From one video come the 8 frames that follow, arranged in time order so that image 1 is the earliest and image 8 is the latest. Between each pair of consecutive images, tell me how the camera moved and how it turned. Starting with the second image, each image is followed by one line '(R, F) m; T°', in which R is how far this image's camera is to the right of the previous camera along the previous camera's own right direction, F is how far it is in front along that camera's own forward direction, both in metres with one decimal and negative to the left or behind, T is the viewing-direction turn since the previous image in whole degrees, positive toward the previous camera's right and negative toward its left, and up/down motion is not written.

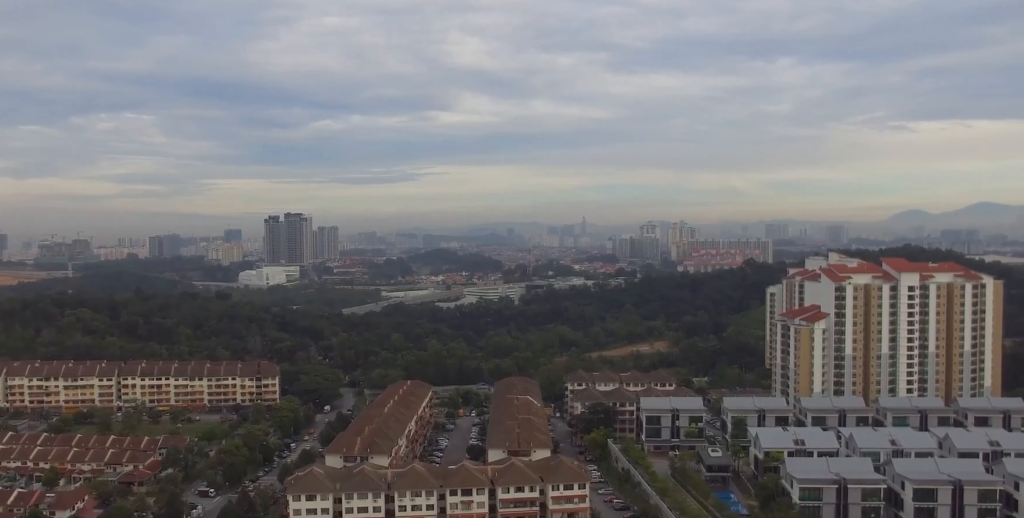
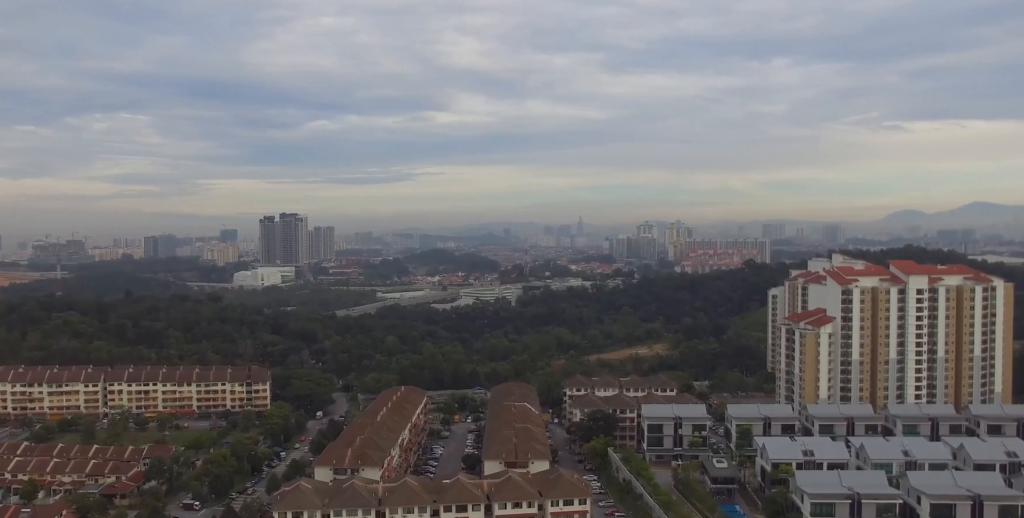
(+0.2, +9.5) m; +2°
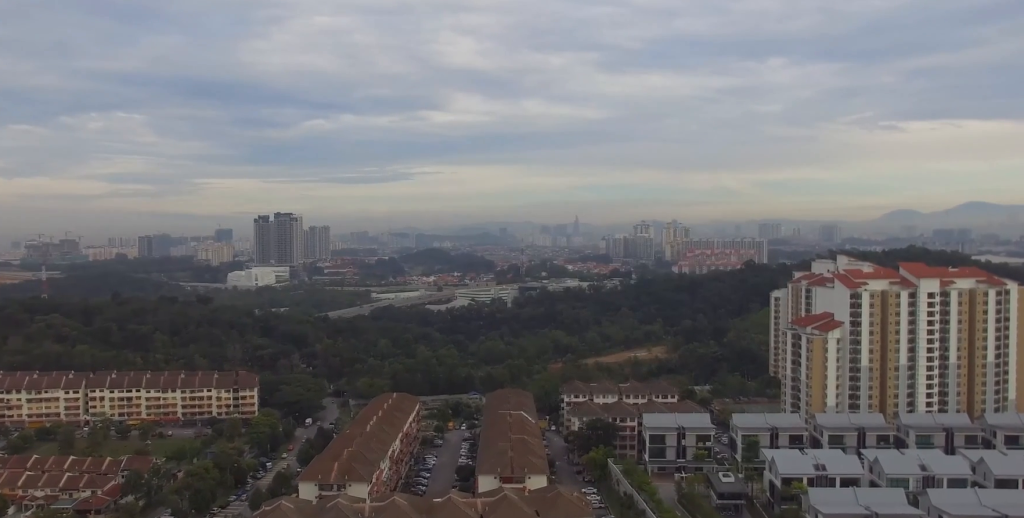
(+0.1, +11.9) m; +1°
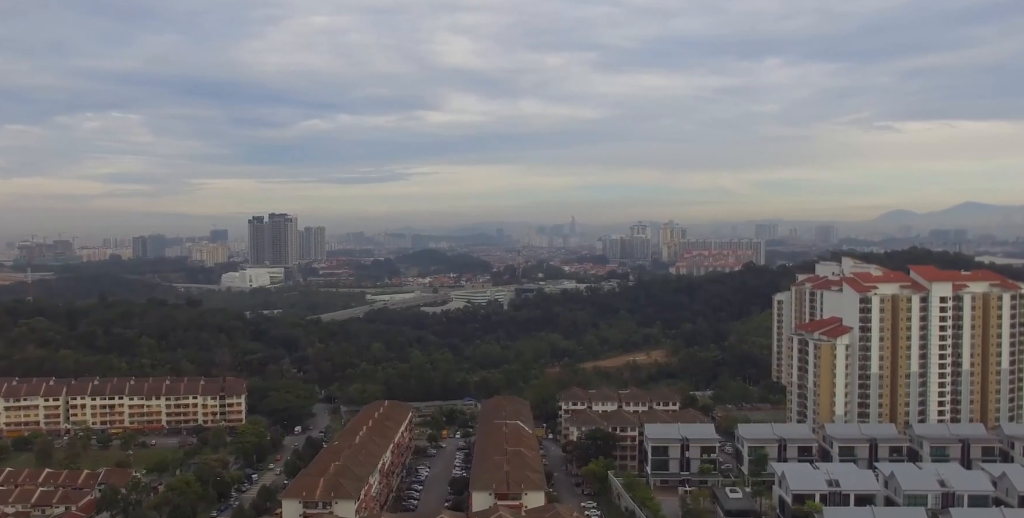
(0.0, +10.9) m; 0°
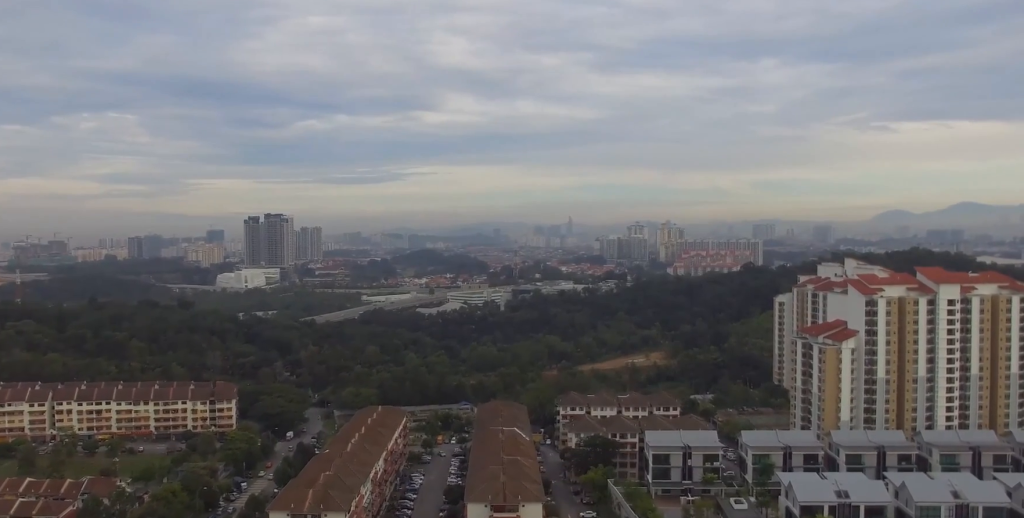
(0.0, +7.5) m; 0°
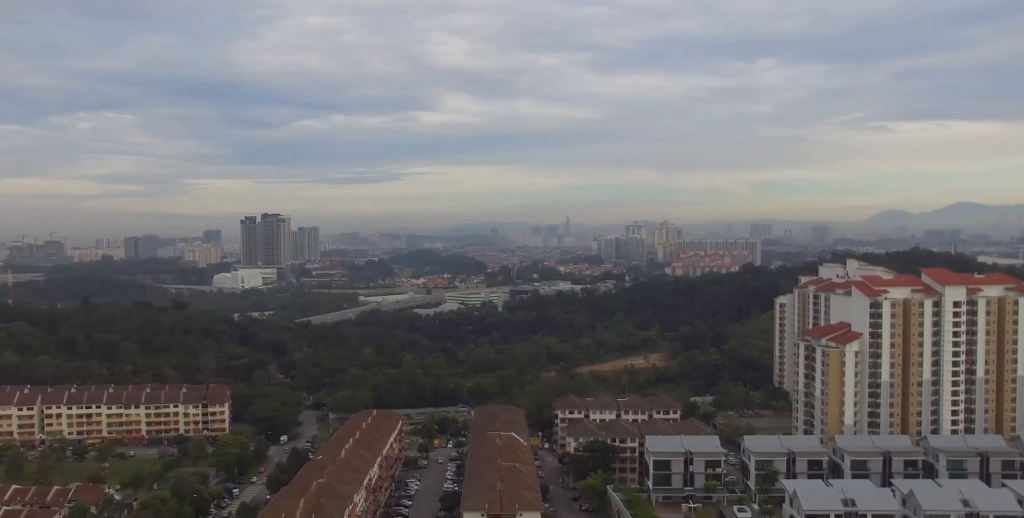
(0.0, +5.0) m; 0°
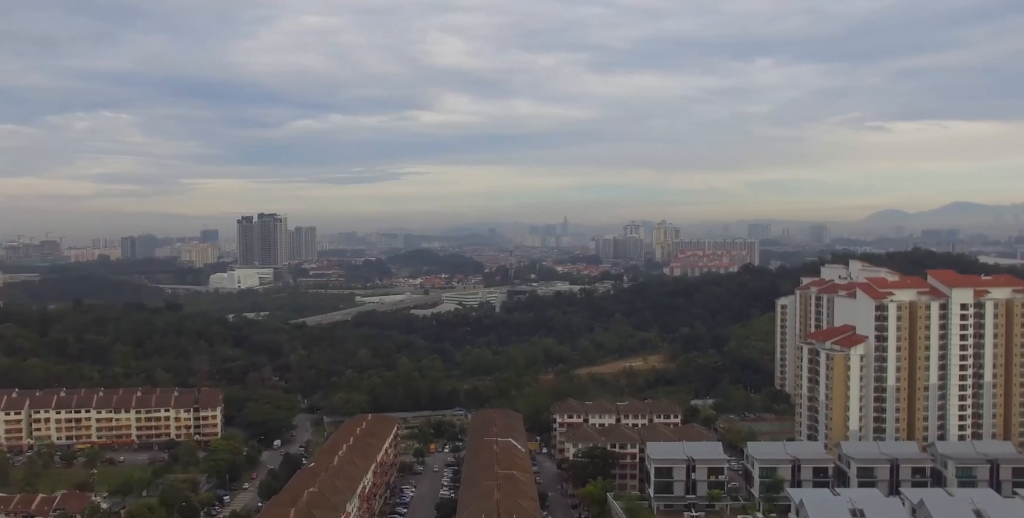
(0.0, +6.0) m; 0°
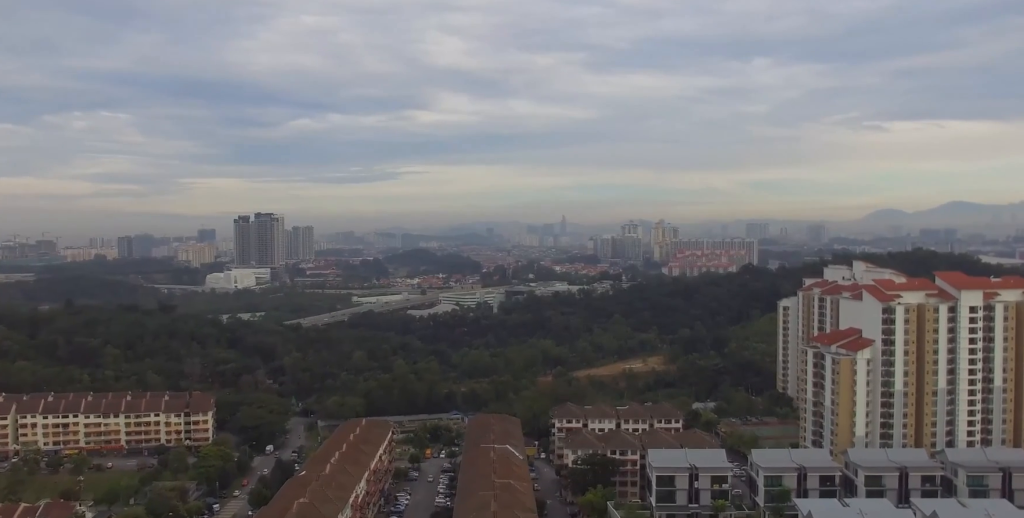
(0.0, +6.2) m; 0°
